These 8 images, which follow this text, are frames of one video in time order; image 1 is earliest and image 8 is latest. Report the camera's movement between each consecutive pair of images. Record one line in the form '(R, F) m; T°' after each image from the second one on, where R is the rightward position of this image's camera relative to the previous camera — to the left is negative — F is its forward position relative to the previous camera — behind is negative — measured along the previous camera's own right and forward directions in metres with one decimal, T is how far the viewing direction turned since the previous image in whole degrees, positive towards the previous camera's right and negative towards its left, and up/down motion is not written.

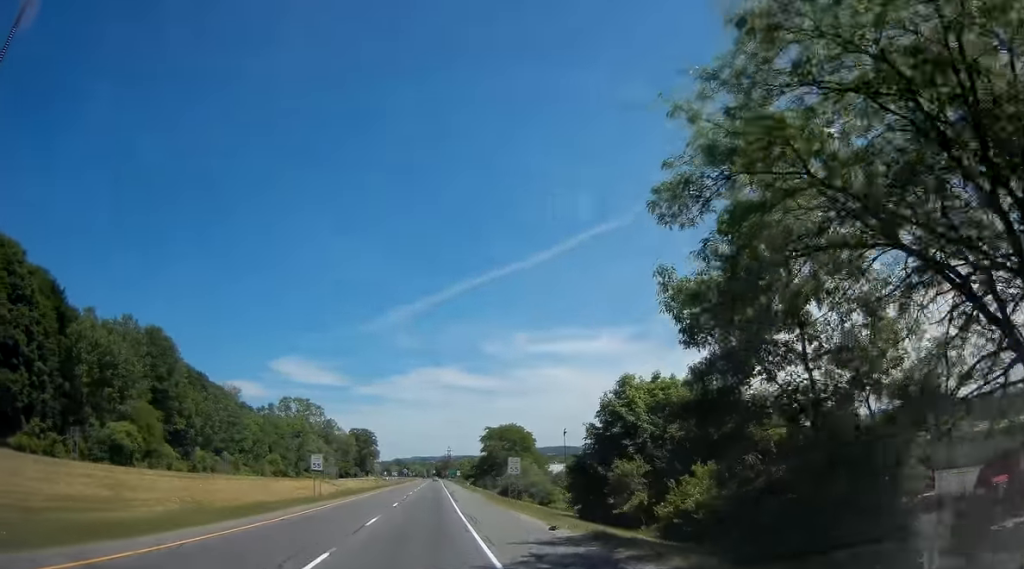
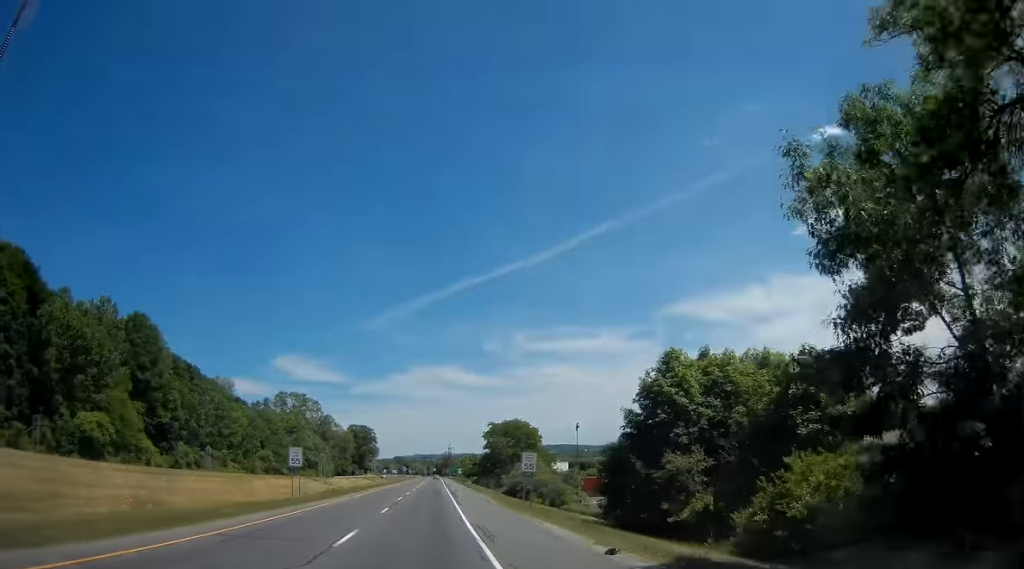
(-0.2, +7.3) m; -1°
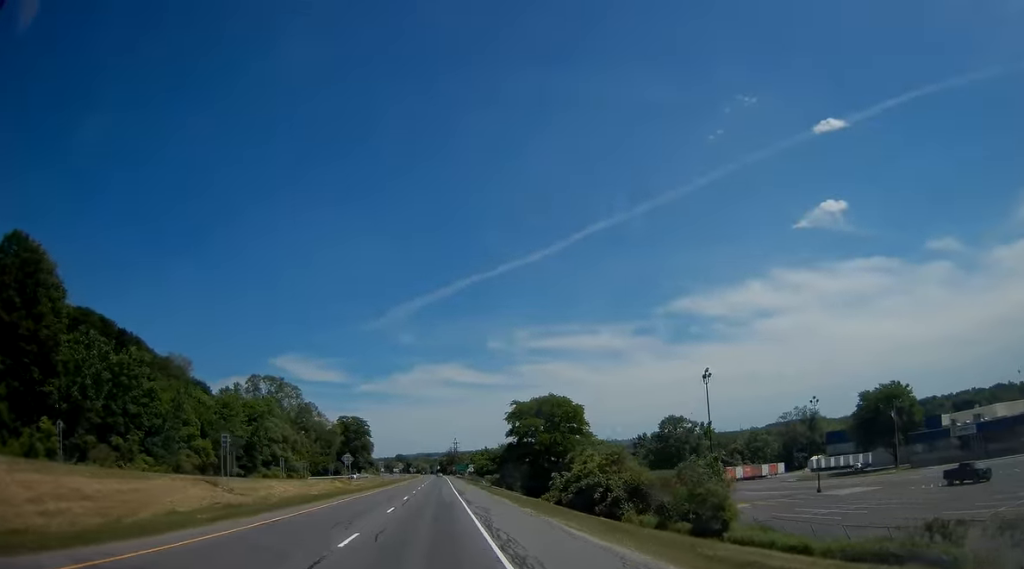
(+1.2, +38.2) m; +2°
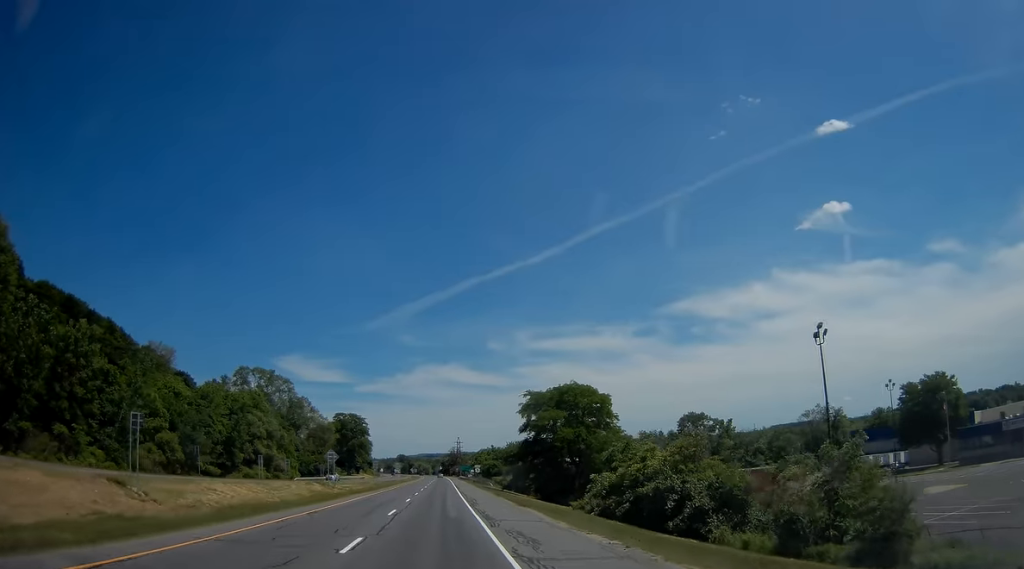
(-0.2, +13.5) m; -1°
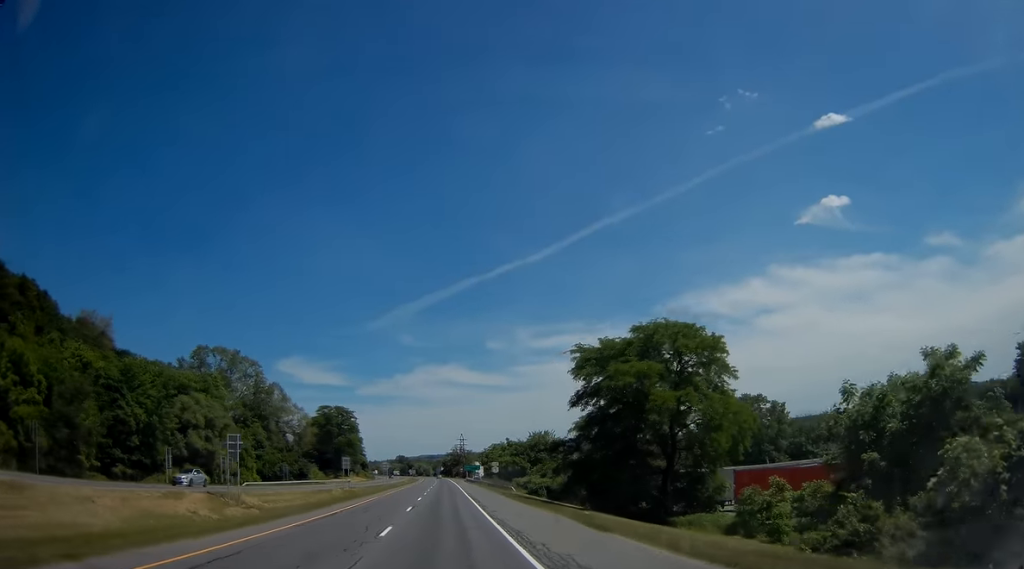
(-0.3, +31.9) m; 0°
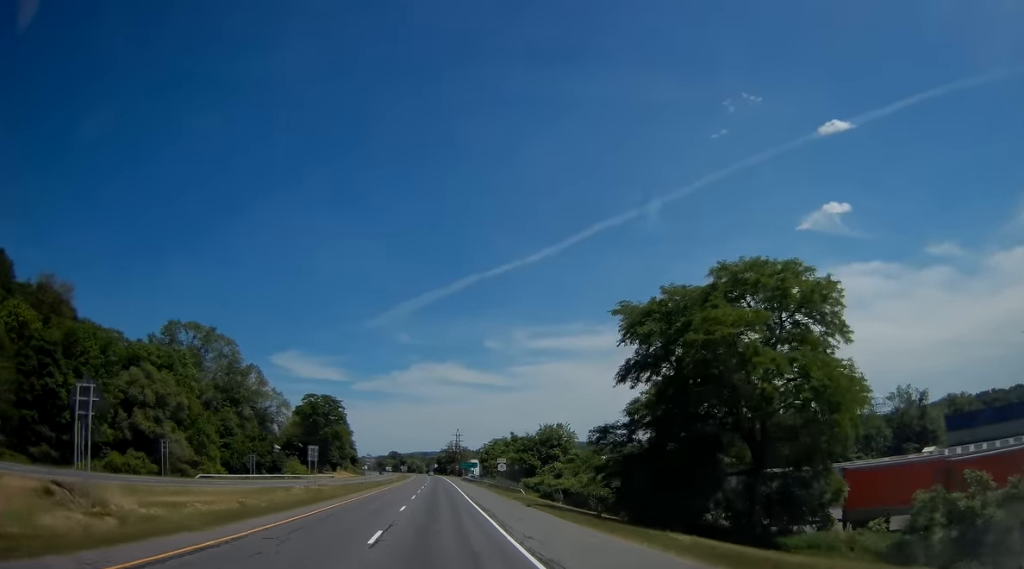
(0.0, +15.0) m; +1°
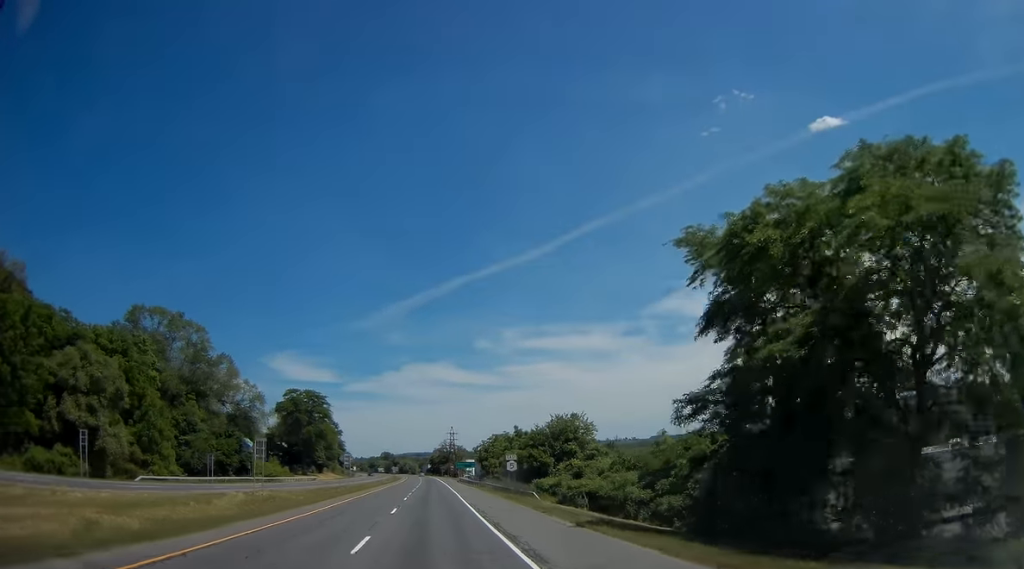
(+0.2, +13.9) m; 0°
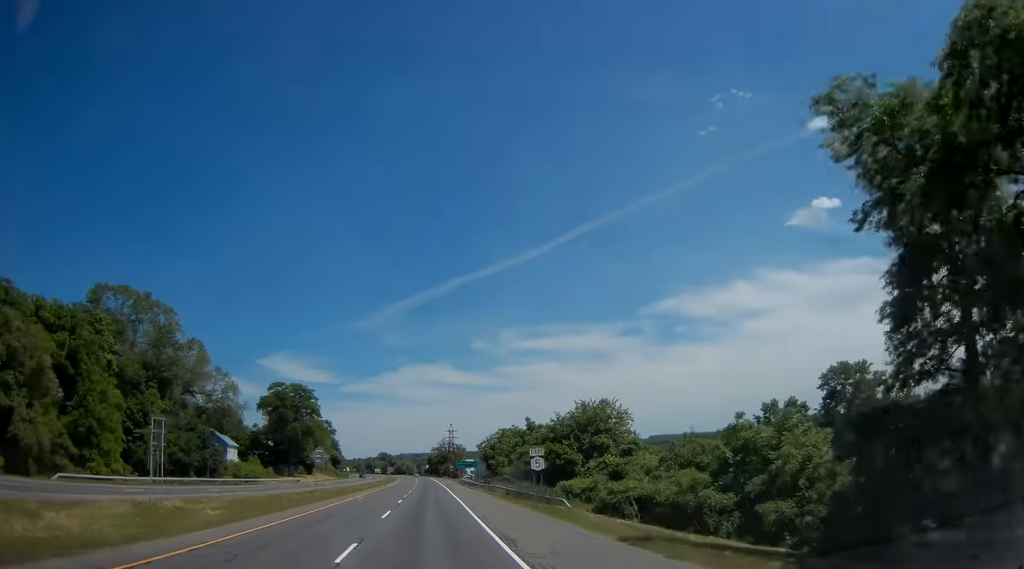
(0.0, +14.0) m; 0°
